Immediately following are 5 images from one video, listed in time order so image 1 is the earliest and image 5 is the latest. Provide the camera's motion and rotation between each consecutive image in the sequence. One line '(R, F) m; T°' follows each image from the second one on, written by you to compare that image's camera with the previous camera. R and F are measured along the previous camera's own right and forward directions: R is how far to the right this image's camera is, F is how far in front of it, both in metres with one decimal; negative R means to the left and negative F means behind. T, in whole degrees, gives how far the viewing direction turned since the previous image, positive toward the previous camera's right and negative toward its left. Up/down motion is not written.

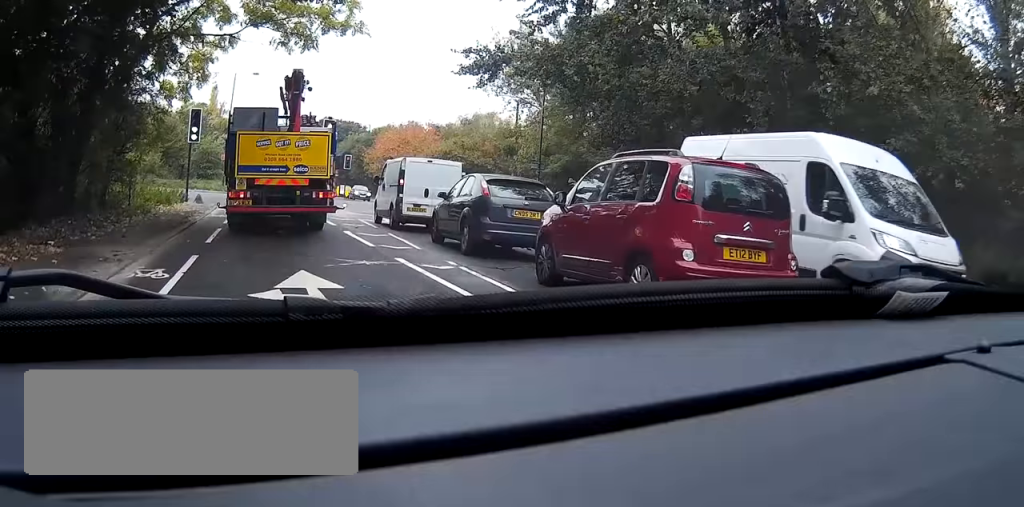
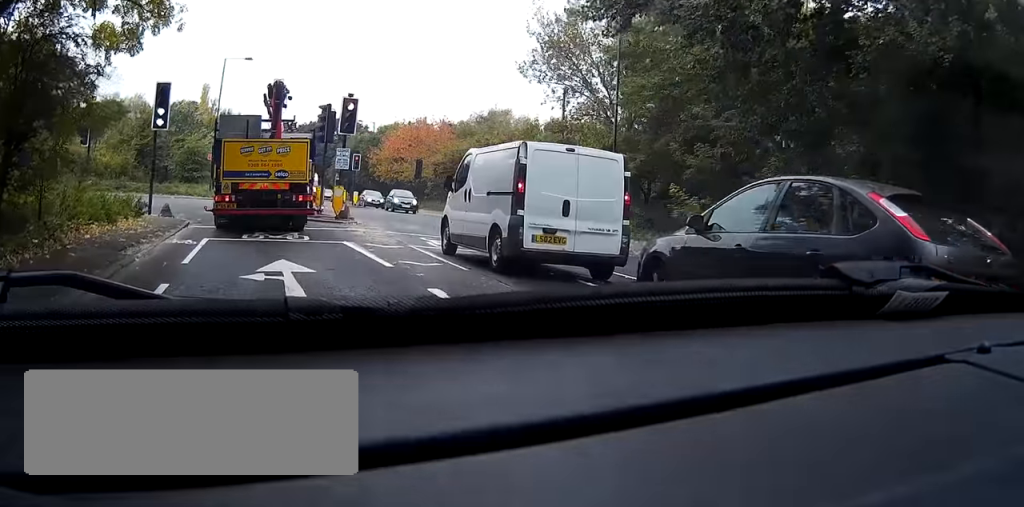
(0.0, +9.4) m; 0°
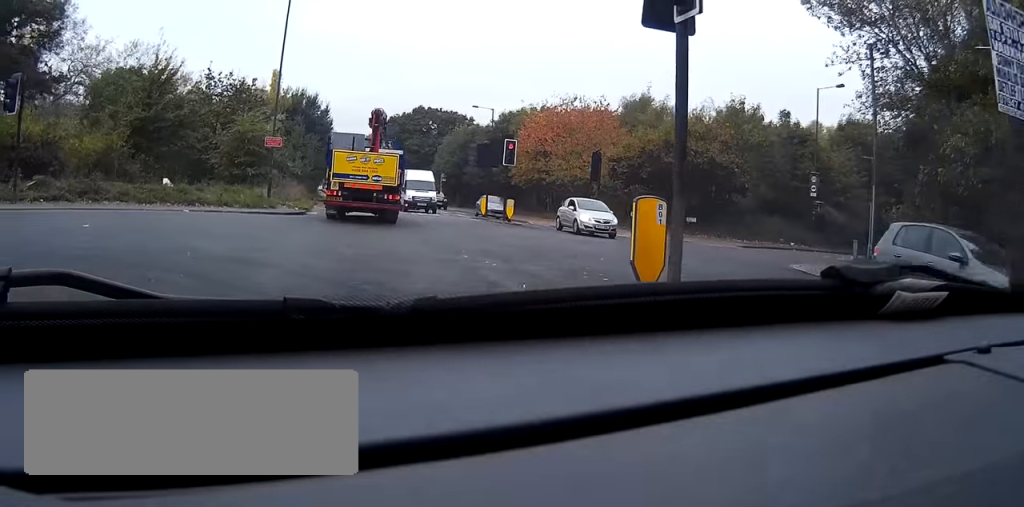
(+0.5, +21.4) m; -1°
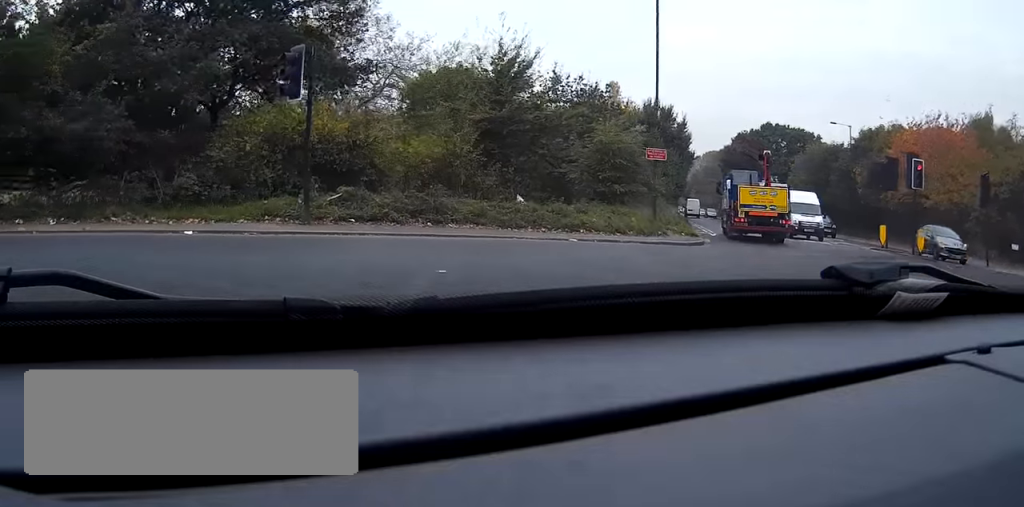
(-1.2, +6.7) m; -27°
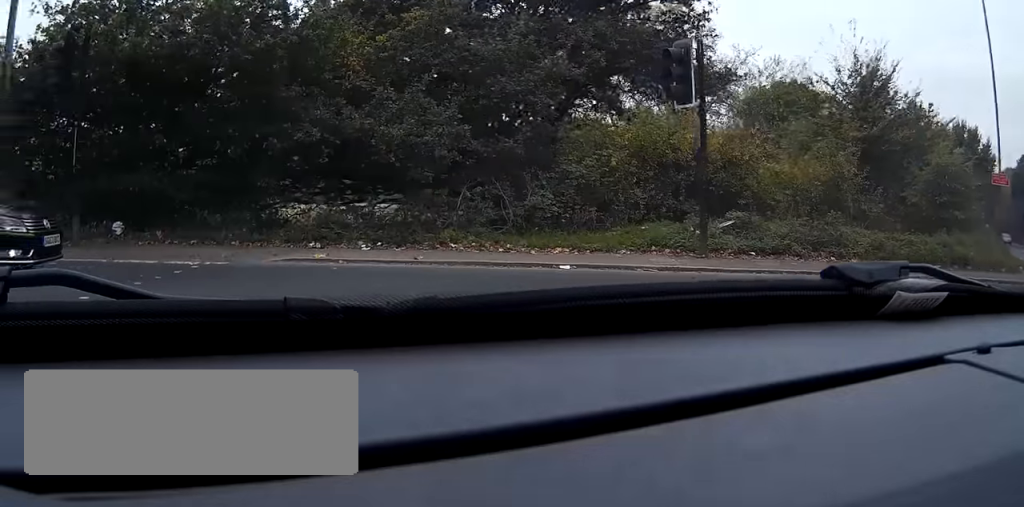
(-0.5, +3.7) m; -28°
